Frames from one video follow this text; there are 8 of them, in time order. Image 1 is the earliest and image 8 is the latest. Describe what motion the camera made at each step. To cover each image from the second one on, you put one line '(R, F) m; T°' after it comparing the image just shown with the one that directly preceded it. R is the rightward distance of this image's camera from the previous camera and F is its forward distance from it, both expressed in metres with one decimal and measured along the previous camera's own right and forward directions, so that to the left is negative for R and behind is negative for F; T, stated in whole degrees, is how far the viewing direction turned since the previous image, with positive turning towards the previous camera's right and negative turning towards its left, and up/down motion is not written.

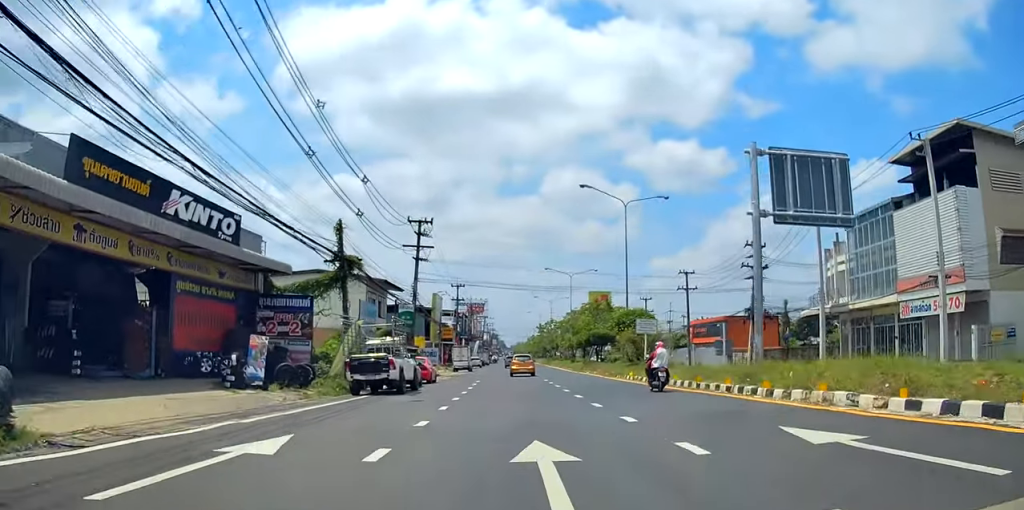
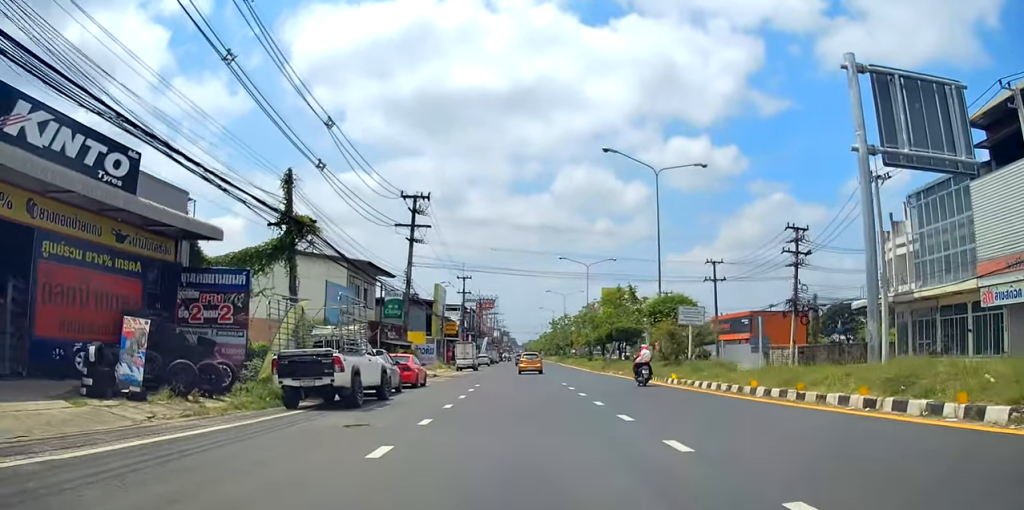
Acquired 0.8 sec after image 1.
(+0.5, +7.3) m; 0°
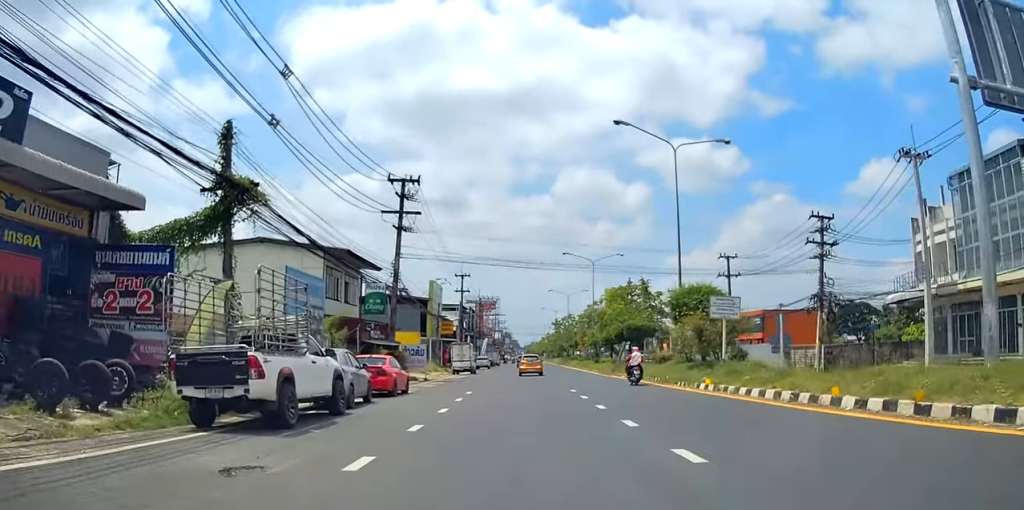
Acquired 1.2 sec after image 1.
(-0.3, +4.5) m; +1°
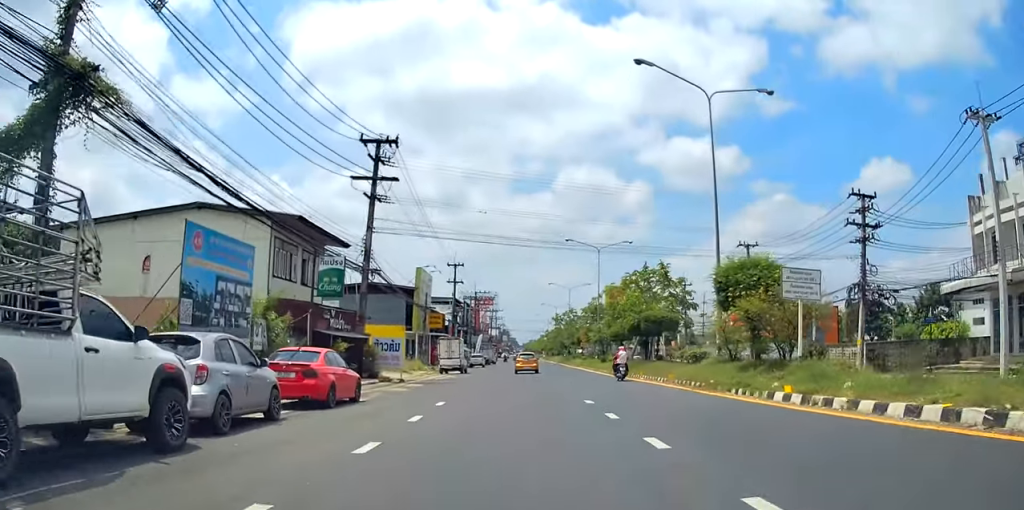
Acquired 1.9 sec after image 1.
(-0.2, +6.5) m; +1°
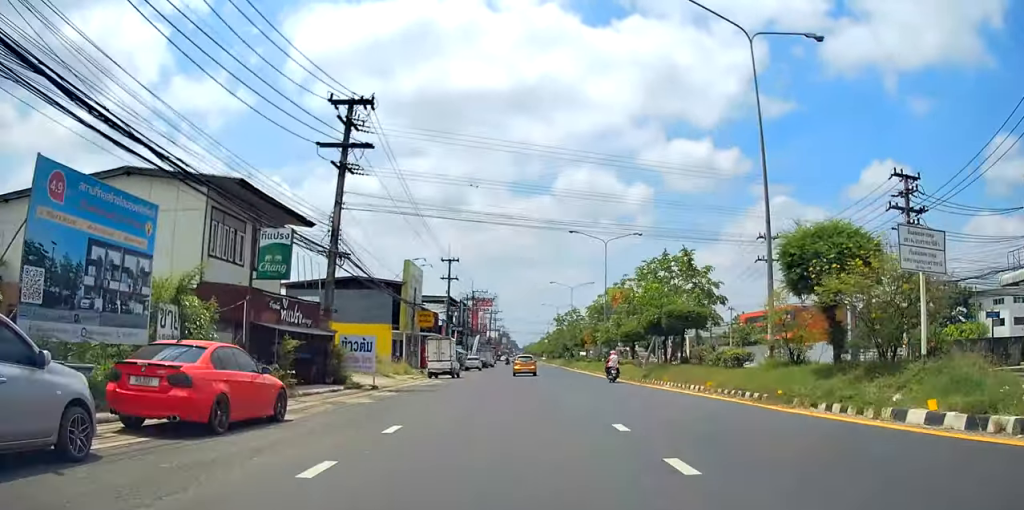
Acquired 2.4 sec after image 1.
(+0.5, +5.3) m; 0°
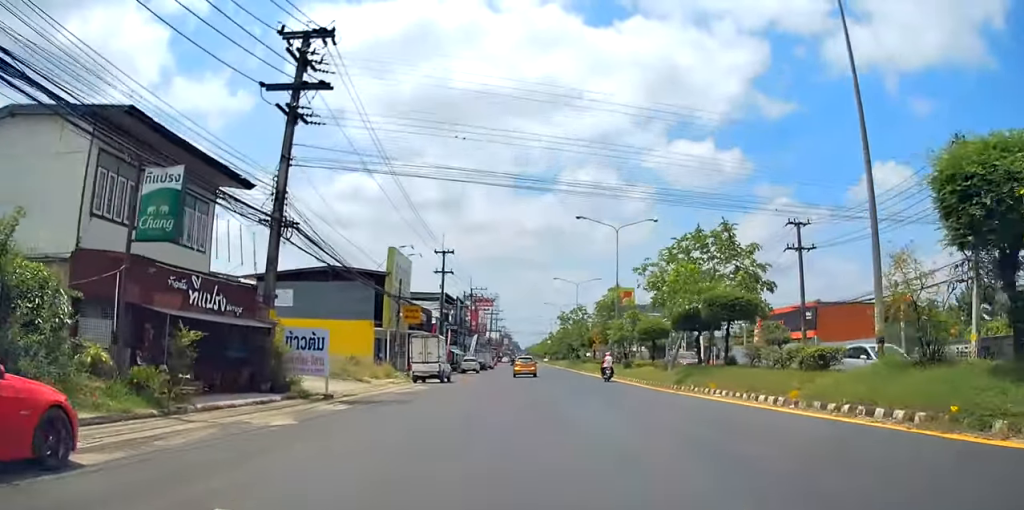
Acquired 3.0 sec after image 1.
(0.0, +6.1) m; -1°
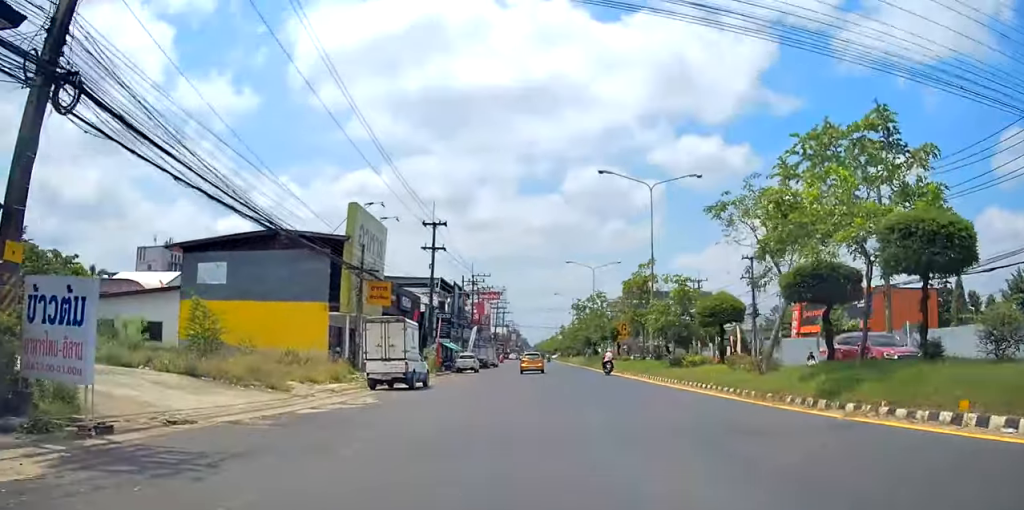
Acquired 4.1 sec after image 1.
(-0.6, +11.9) m; -3°
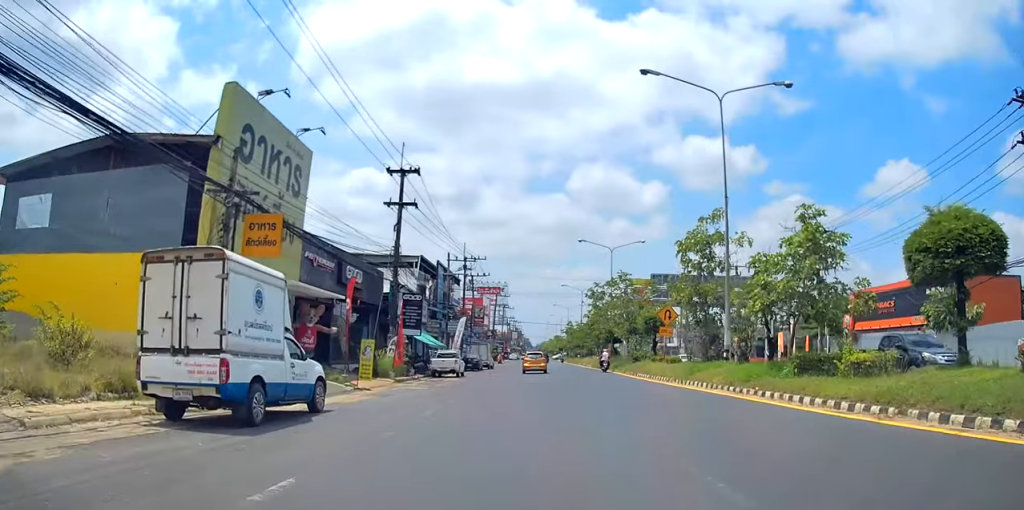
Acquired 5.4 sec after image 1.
(0.0, +15.2) m; -2°
